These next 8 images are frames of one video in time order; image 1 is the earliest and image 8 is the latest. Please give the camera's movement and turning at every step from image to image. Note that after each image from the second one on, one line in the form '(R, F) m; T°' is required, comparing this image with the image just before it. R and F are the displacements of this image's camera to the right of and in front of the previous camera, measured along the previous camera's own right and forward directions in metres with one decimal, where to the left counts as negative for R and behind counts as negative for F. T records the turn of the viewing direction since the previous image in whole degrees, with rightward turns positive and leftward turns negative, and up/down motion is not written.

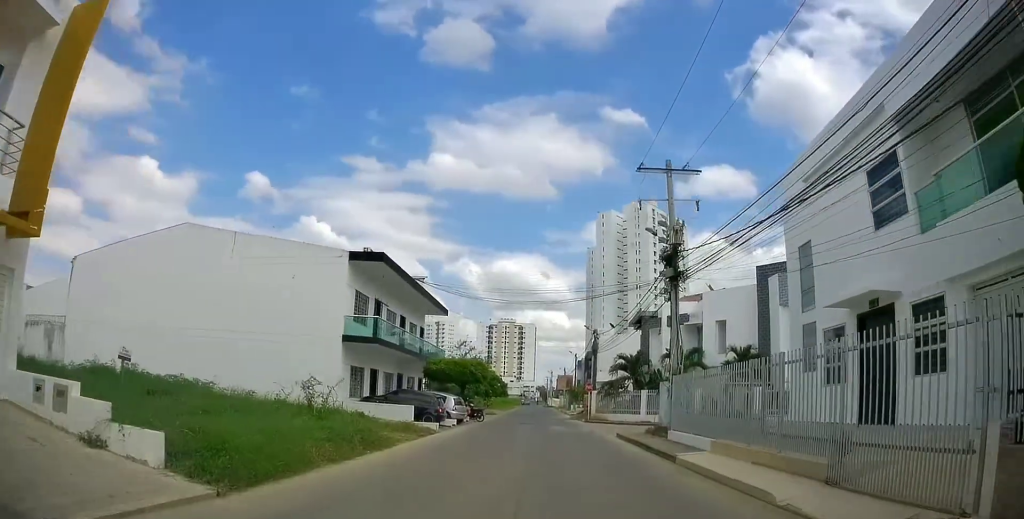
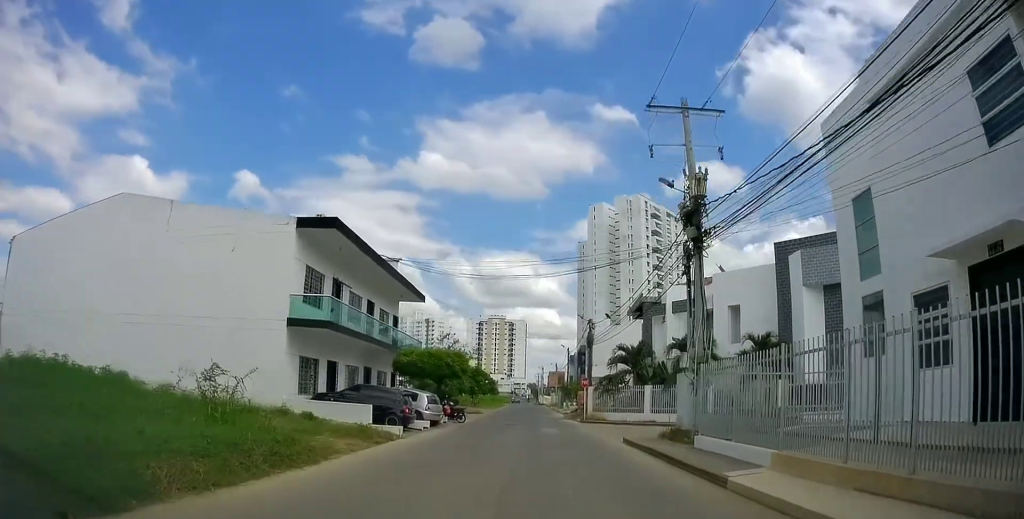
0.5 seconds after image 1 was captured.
(-0.1, +4.2) m; +1°
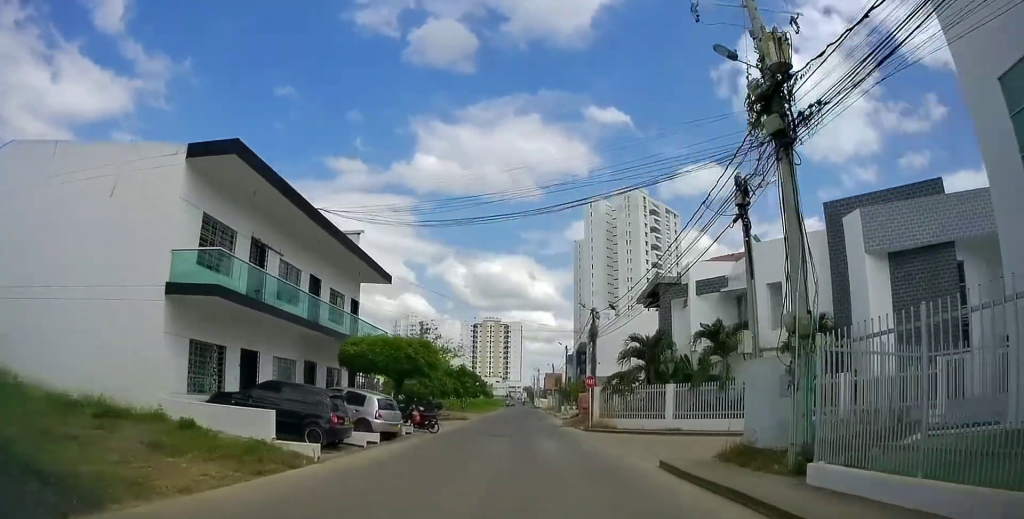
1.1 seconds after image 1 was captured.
(+0.2, +6.3) m; +3°
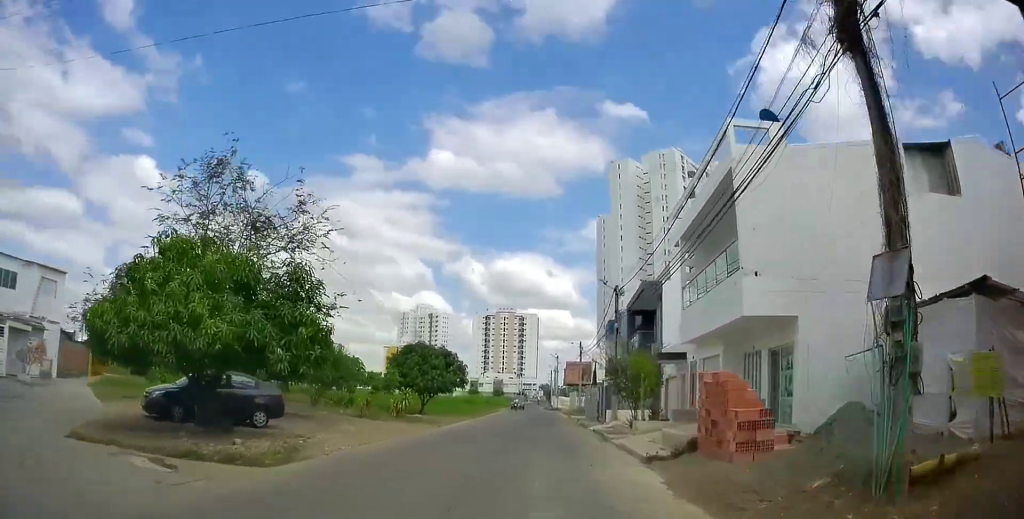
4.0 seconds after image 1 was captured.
(+0.3, +31.7) m; -1°
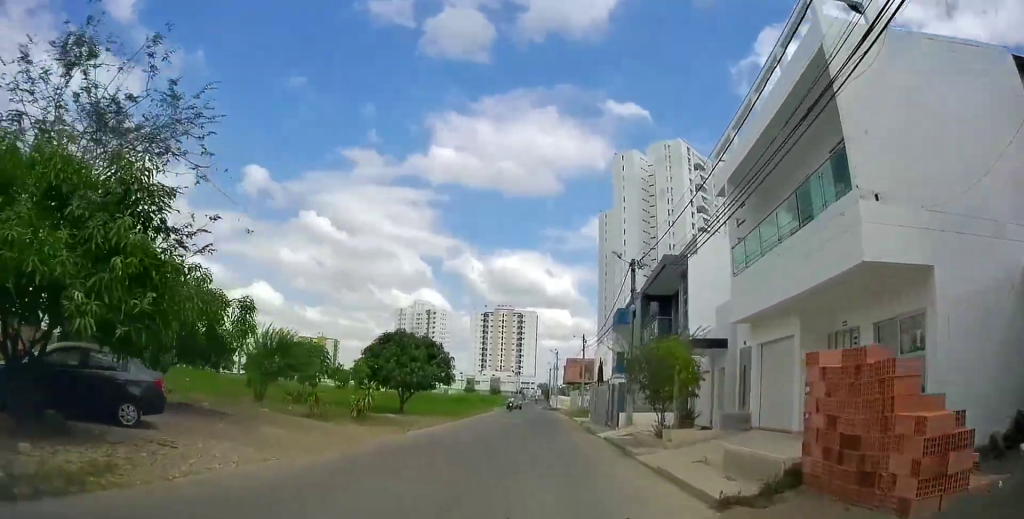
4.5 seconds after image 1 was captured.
(0.0, +5.8) m; -1°
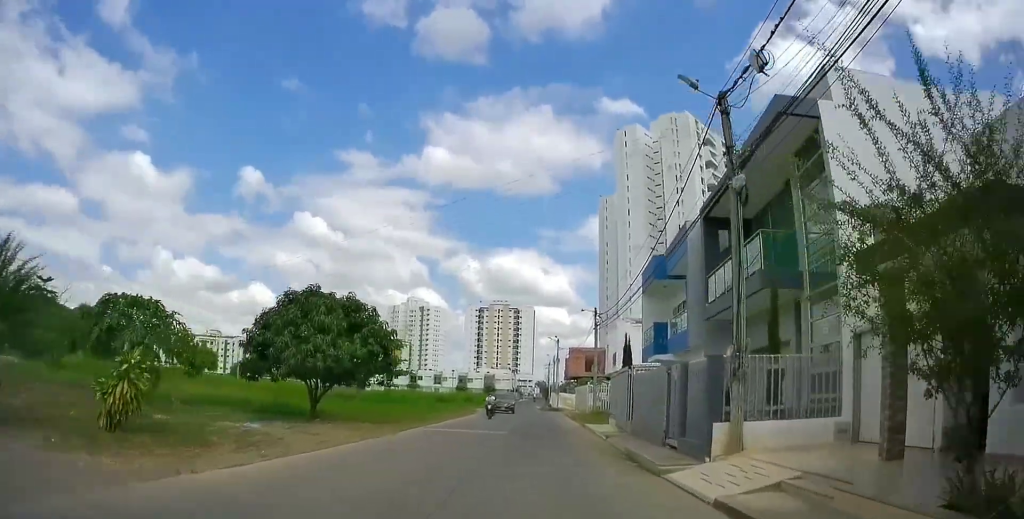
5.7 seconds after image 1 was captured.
(-0.6, +14.3) m; -1°
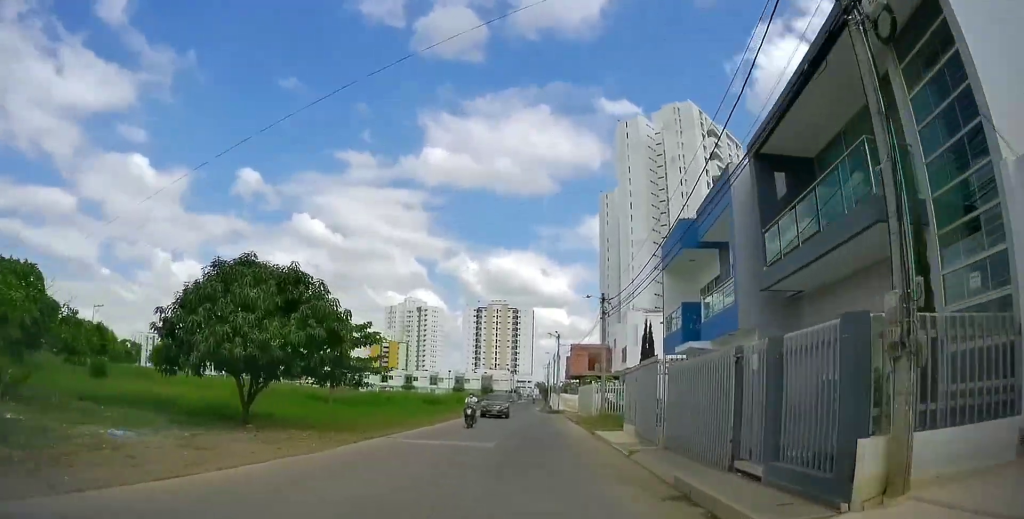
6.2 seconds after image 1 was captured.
(+0.1, +5.7) m; +1°
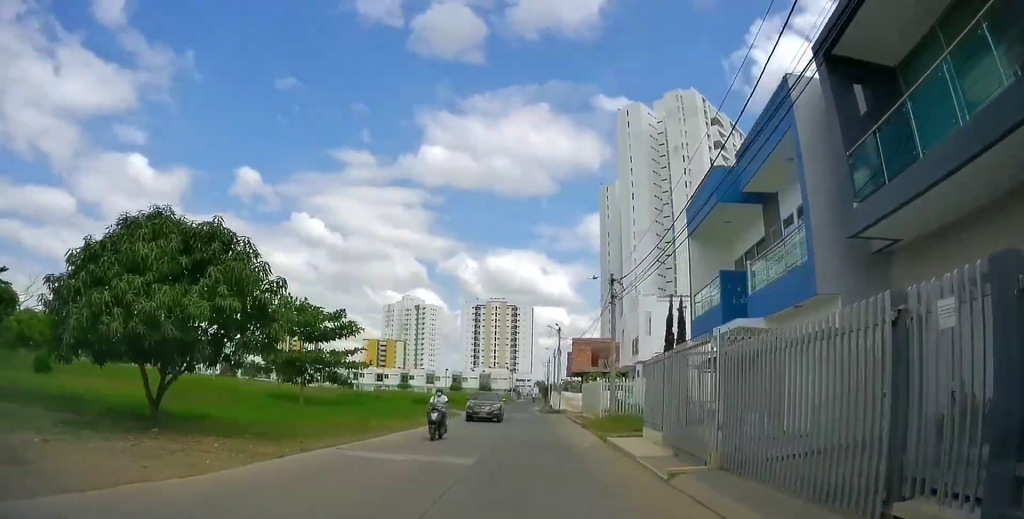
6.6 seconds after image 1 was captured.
(0.0, +4.8) m; 0°
